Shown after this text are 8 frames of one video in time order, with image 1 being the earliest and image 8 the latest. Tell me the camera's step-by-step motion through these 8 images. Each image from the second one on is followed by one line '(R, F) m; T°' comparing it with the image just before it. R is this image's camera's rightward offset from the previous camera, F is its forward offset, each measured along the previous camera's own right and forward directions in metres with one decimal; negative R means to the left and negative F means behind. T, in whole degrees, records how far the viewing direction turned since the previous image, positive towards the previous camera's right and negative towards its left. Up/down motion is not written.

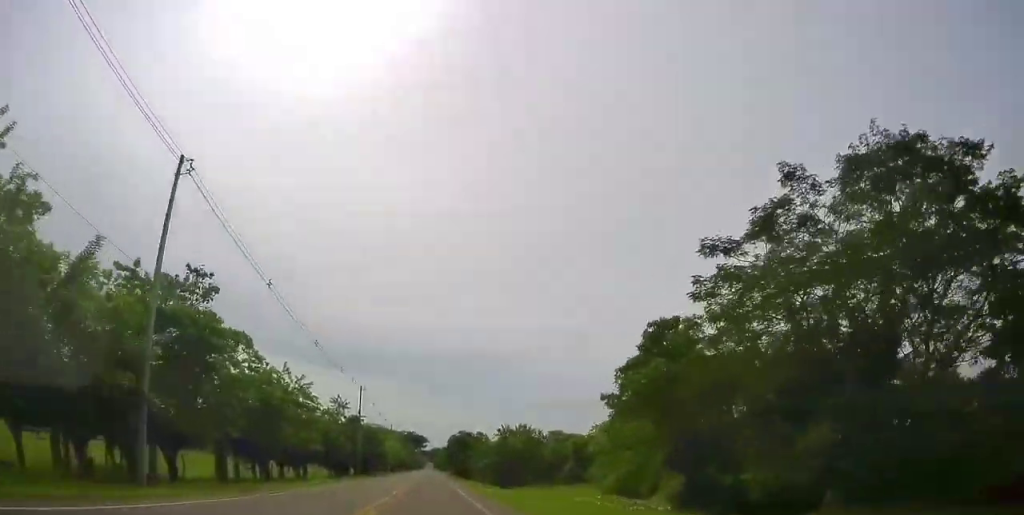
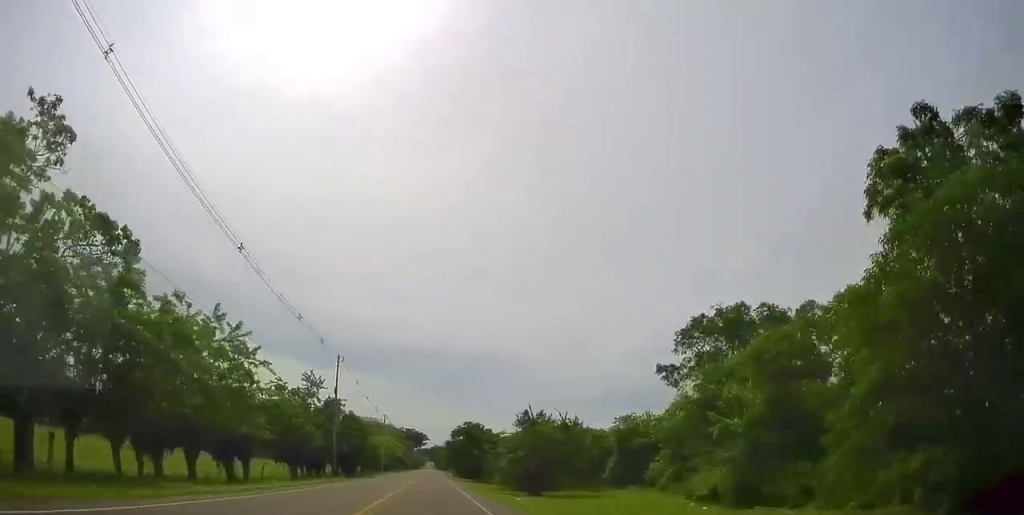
(-0.2, +16.7) m; -1°
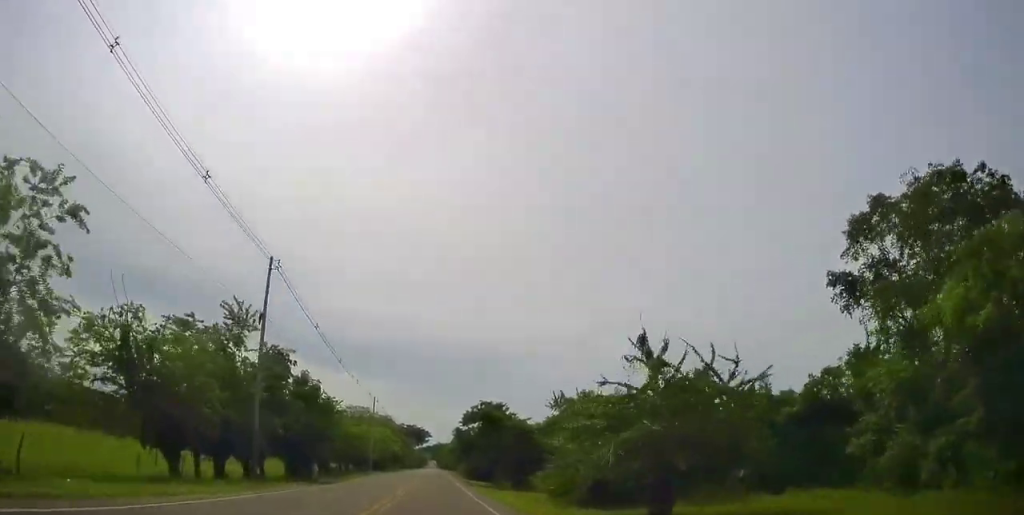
(0.0, +23.5) m; +1°
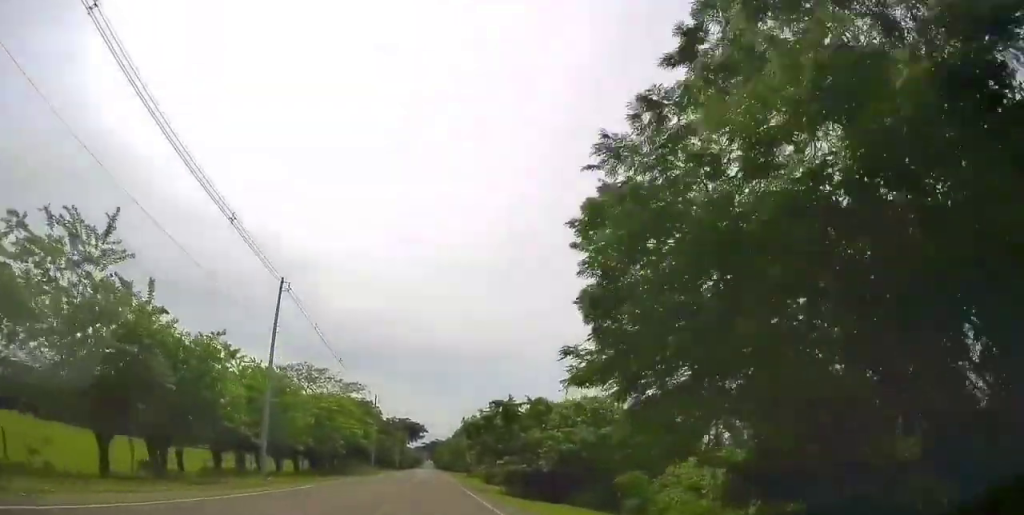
(+1.0, +49.0) m; +1°
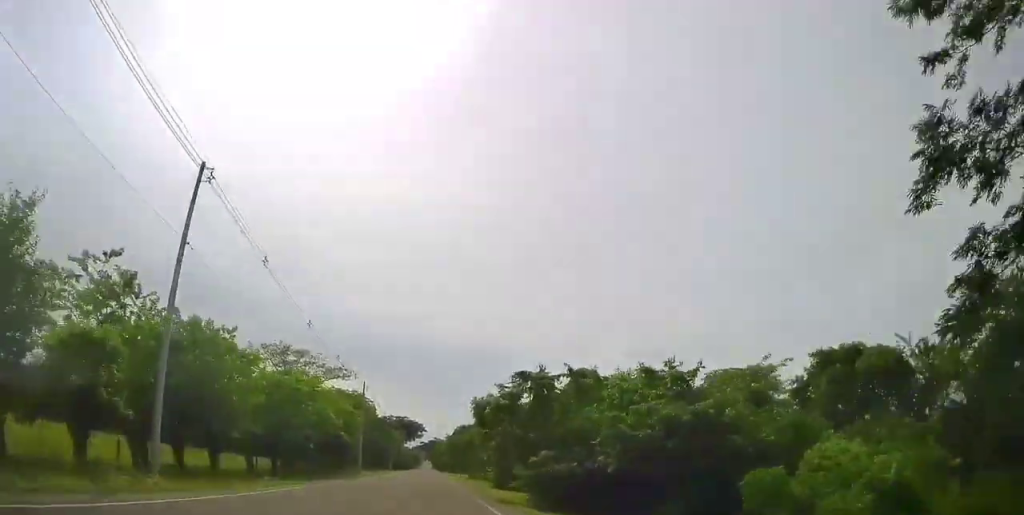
(-0.2, +11.8) m; -1°
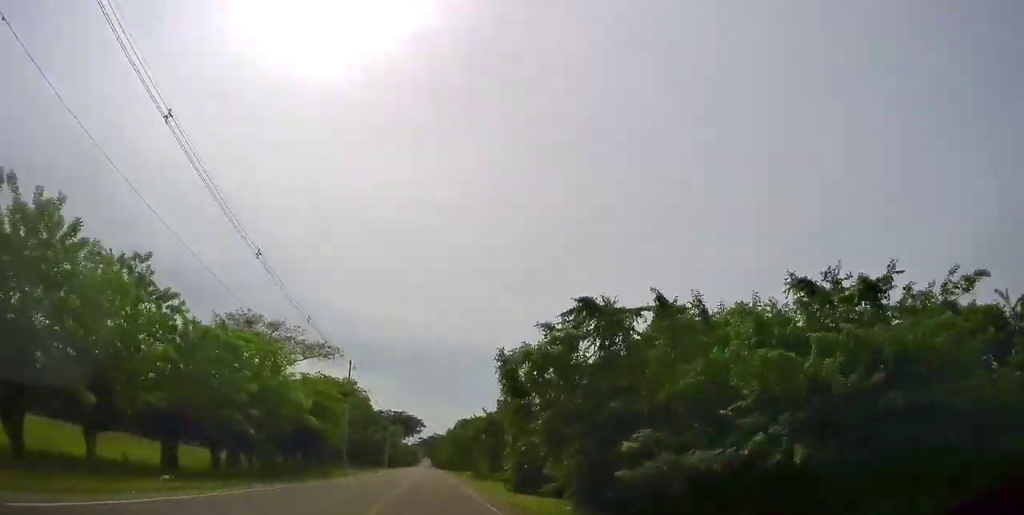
(-0.1, +10.8) m; 0°
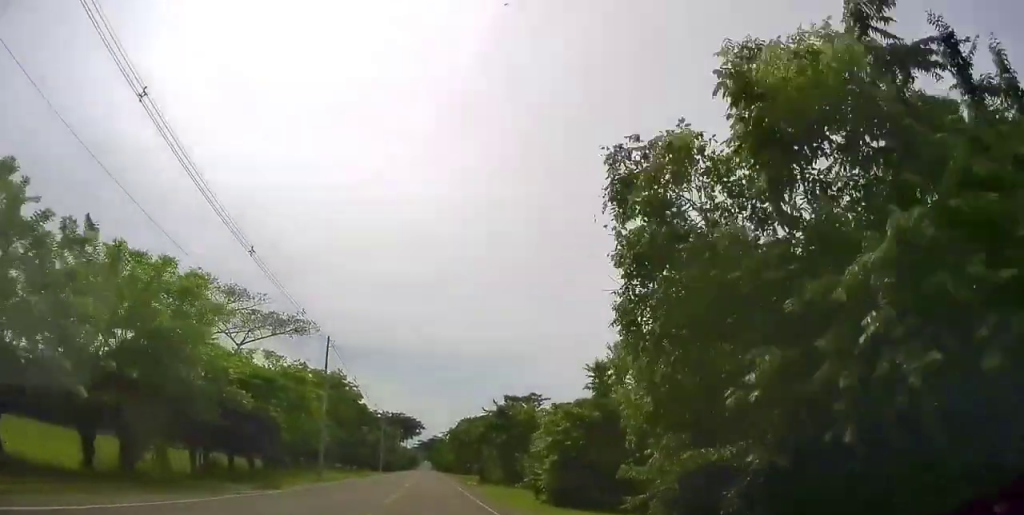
(-0.1, +11.9) m; +1°
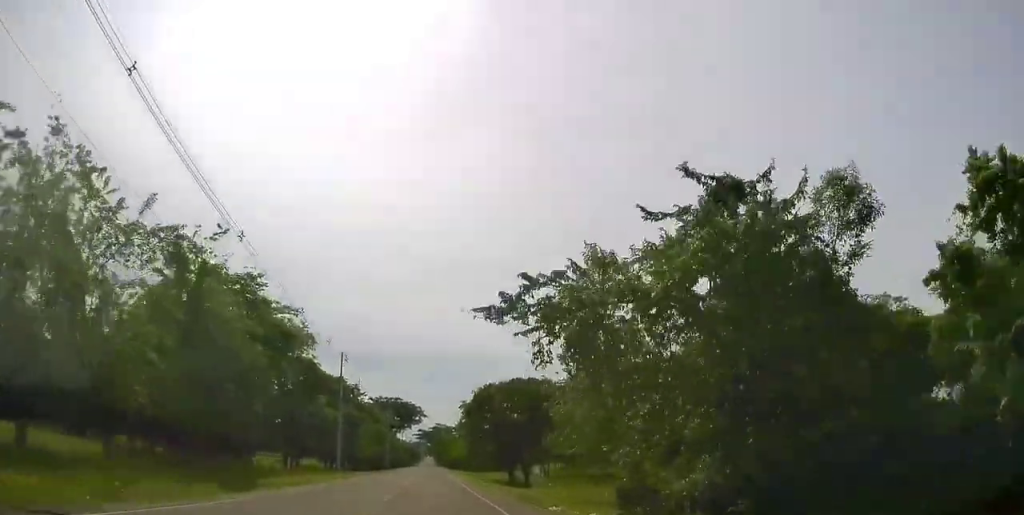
(+0.9, +43.9) m; +1°
